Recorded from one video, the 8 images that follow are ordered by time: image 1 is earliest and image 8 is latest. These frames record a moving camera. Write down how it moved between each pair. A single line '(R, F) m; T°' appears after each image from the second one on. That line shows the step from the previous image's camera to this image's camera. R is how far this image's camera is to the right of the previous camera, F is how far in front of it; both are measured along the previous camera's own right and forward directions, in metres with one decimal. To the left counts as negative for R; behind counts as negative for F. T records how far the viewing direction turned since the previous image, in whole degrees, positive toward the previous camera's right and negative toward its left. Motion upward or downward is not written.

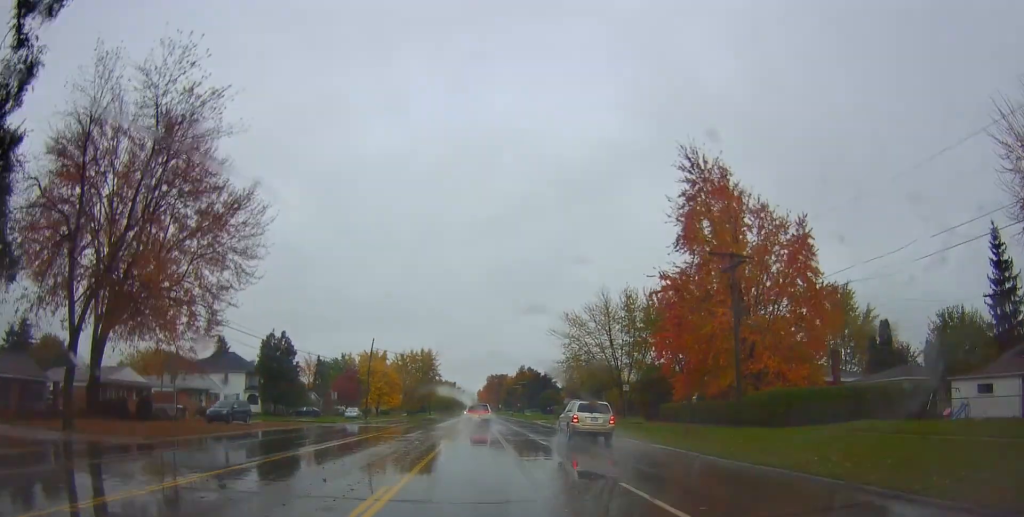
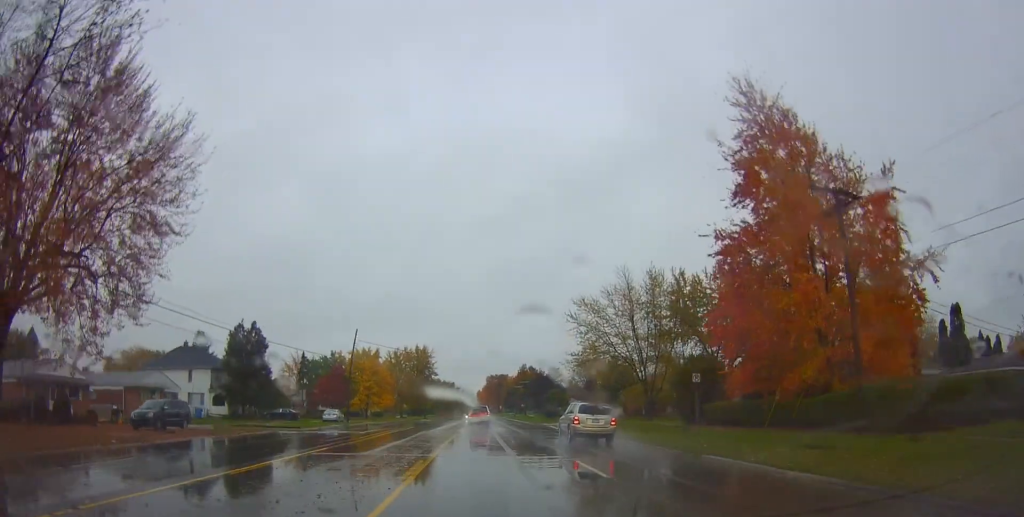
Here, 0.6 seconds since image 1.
(-0.3, +10.6) m; 0°
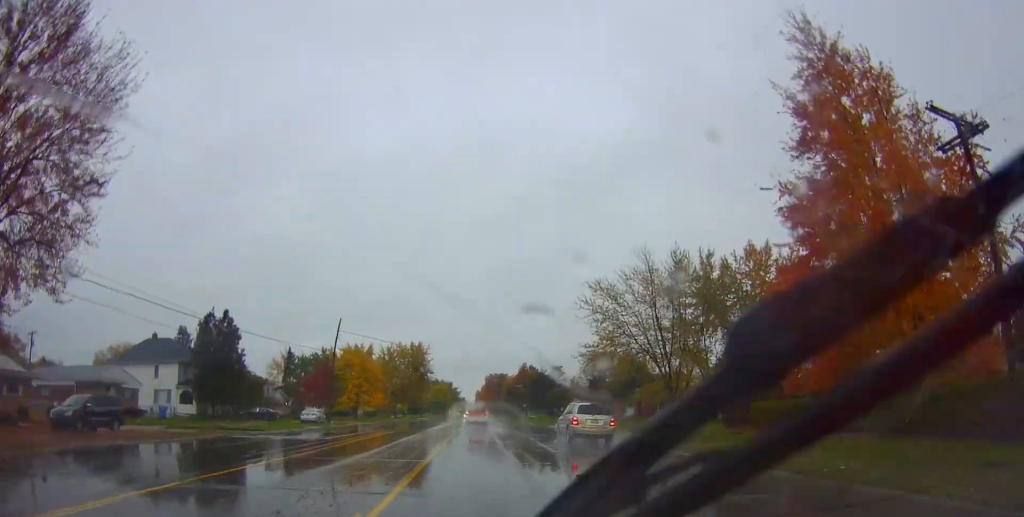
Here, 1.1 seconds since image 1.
(0.0, +7.8) m; 0°
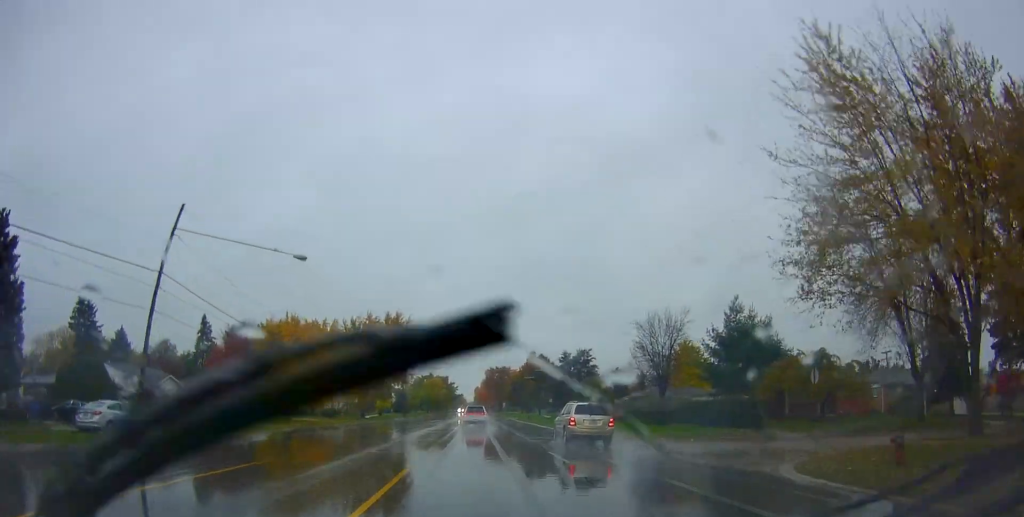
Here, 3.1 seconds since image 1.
(-0.6, +34.6) m; 0°
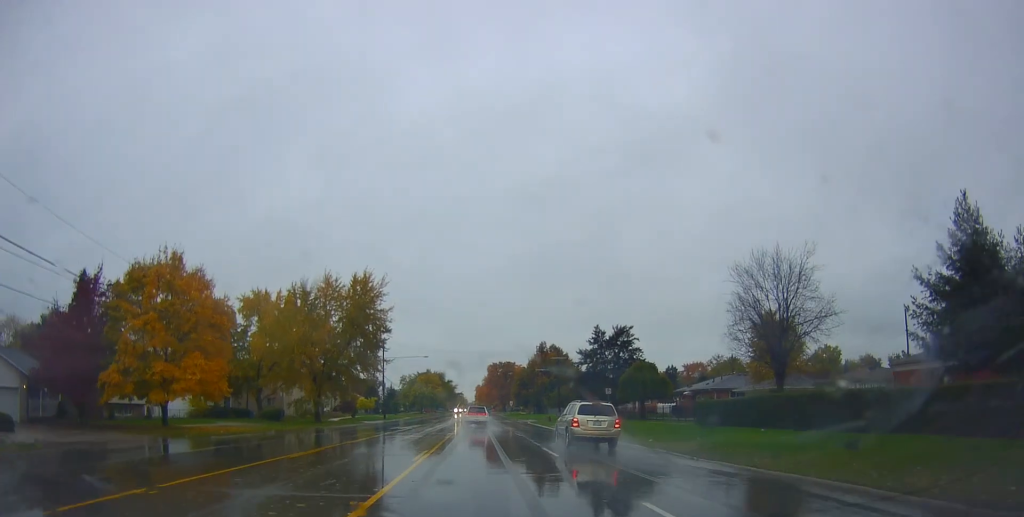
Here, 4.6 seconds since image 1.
(+0.9, +26.4) m; 0°
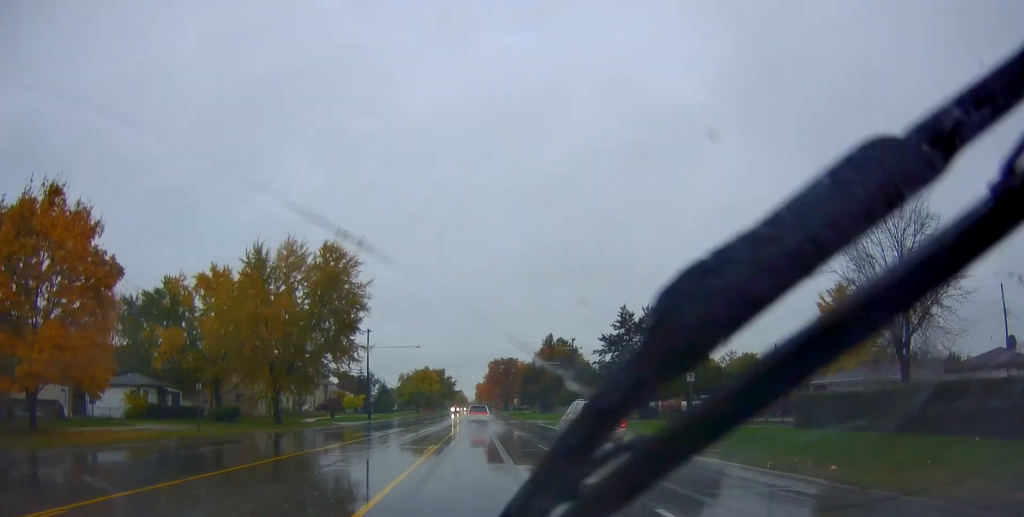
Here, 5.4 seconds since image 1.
(-0.3, +13.6) m; -1°
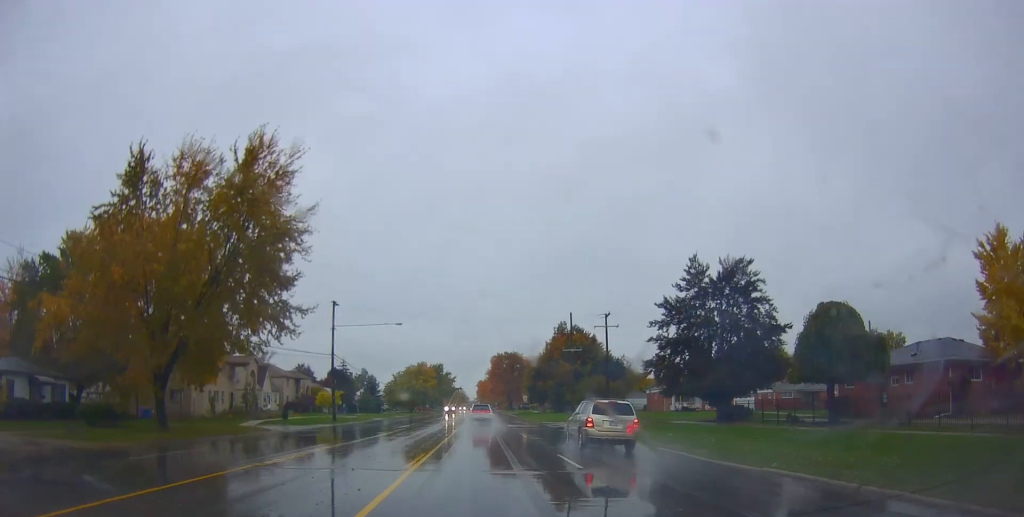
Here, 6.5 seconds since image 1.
(+0.1, +20.1) m; +1°
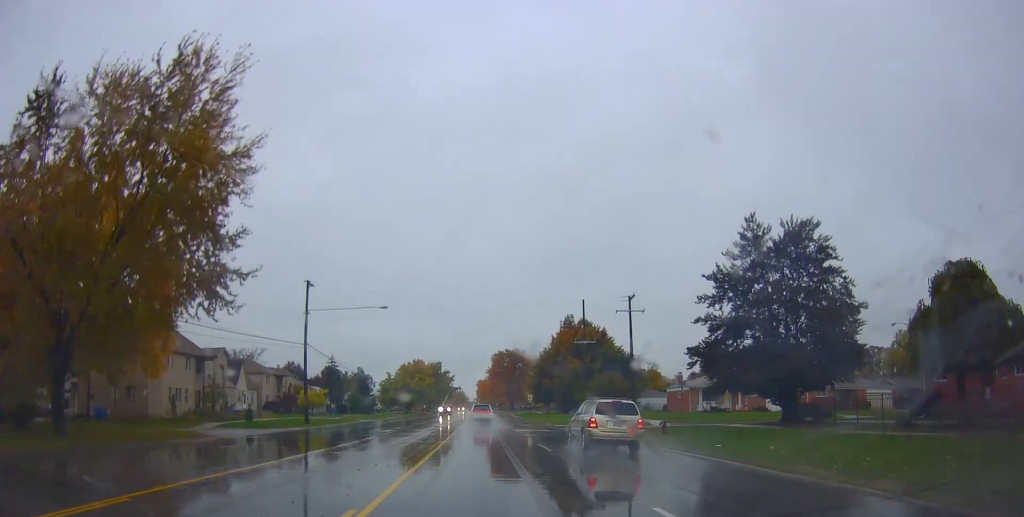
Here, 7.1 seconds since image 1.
(+0.2, +9.4) m; 0°
